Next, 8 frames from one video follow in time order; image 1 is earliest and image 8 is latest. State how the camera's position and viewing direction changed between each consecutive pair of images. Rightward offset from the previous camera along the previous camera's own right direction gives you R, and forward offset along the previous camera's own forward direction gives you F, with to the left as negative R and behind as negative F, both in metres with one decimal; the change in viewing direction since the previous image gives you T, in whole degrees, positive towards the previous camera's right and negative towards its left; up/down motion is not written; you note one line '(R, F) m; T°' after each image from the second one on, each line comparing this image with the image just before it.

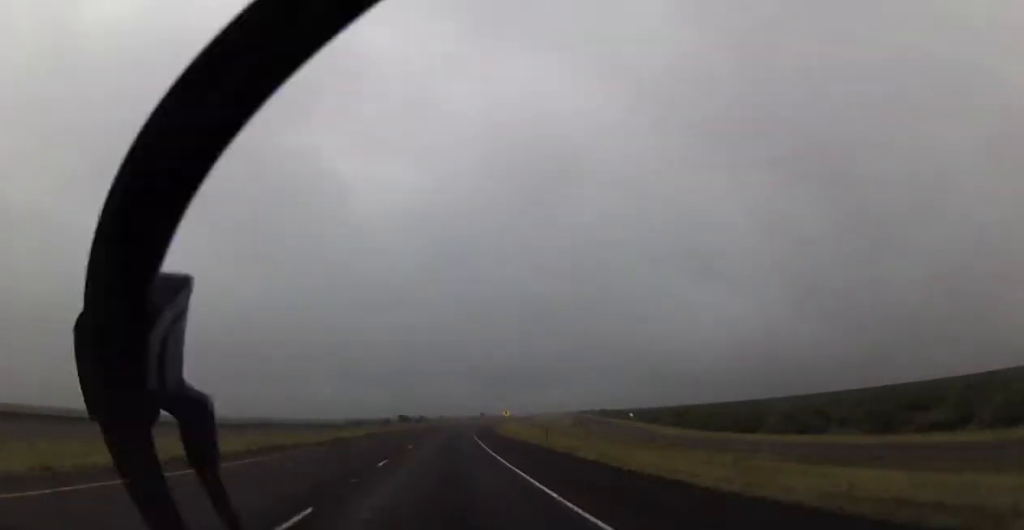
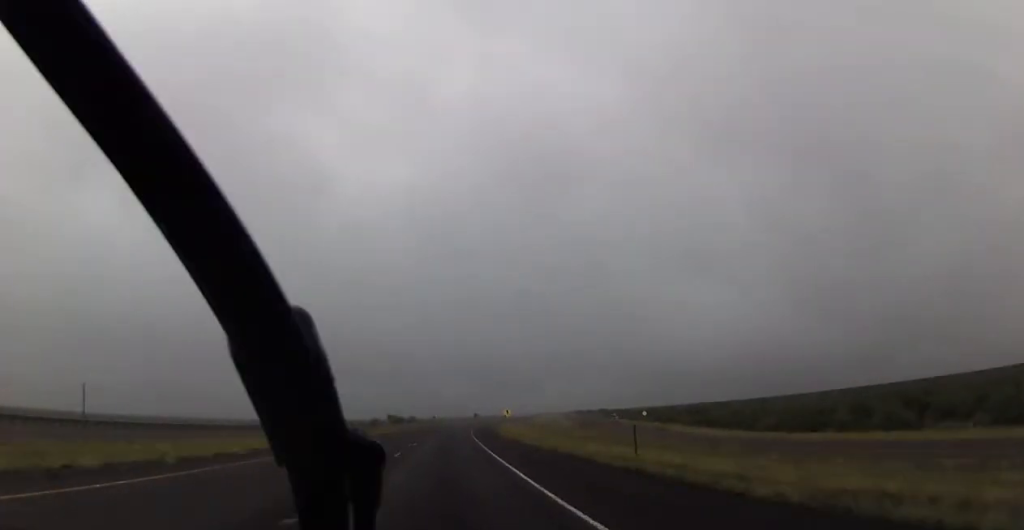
(+0.1, +18.2) m; +1°
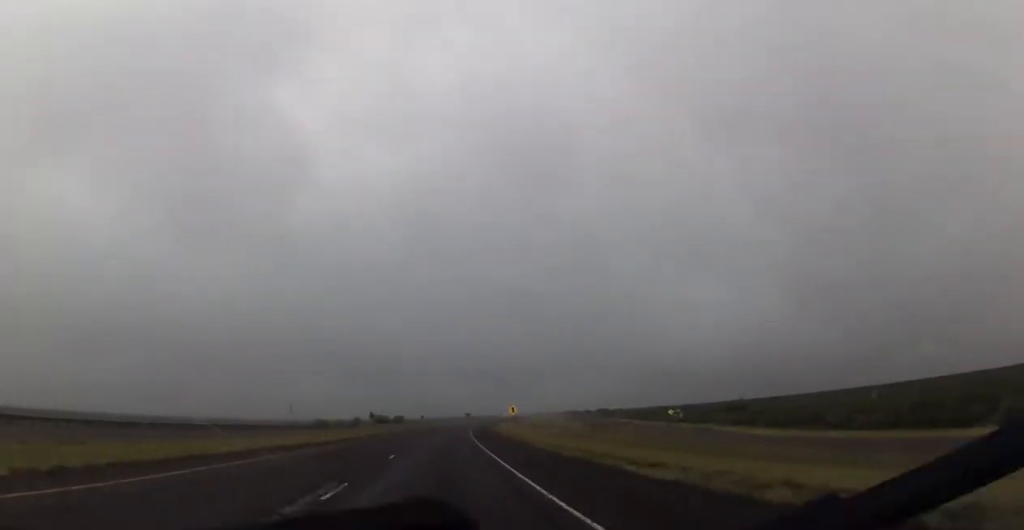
(+0.2, +26.8) m; +1°
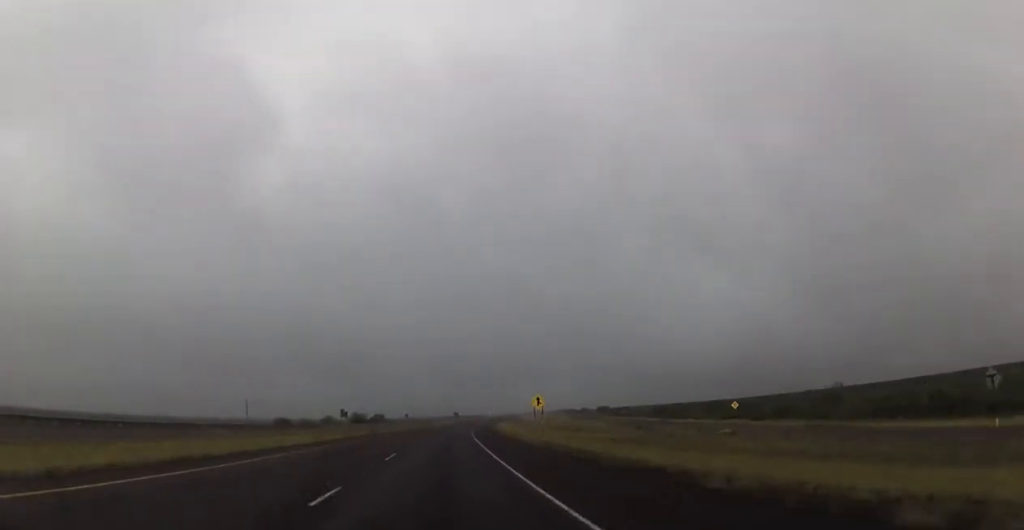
(+0.6, +37.9) m; +2°
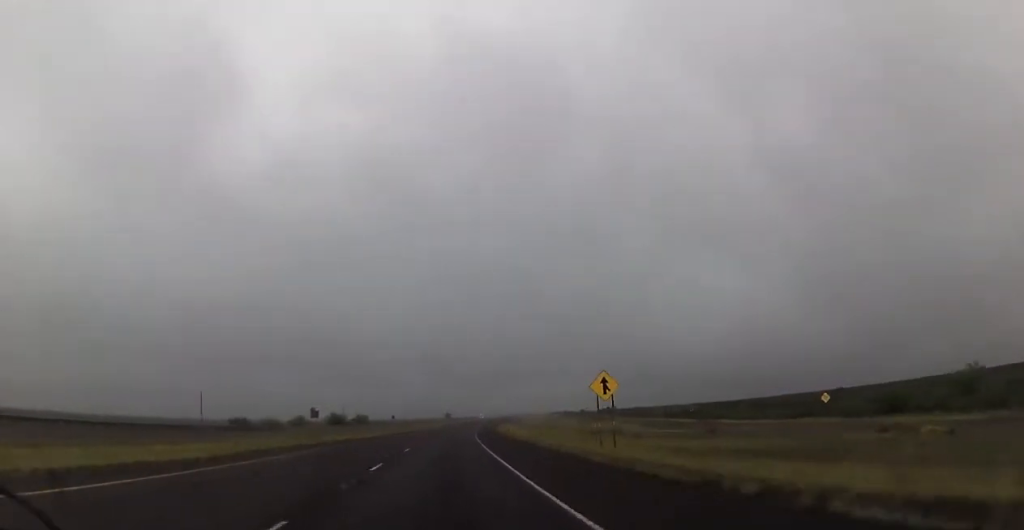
(+0.3, +29.3) m; +1°
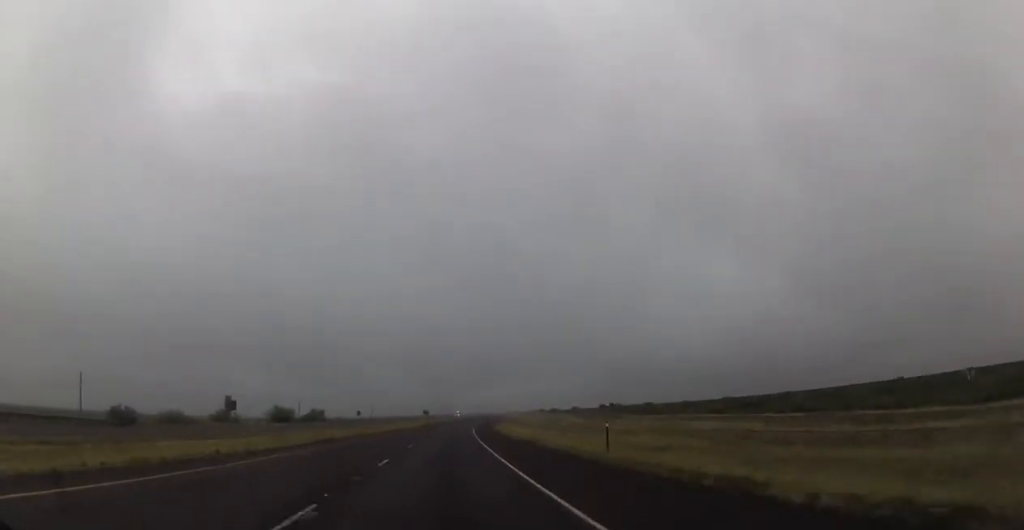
(+0.6, +47.2) m; +1°
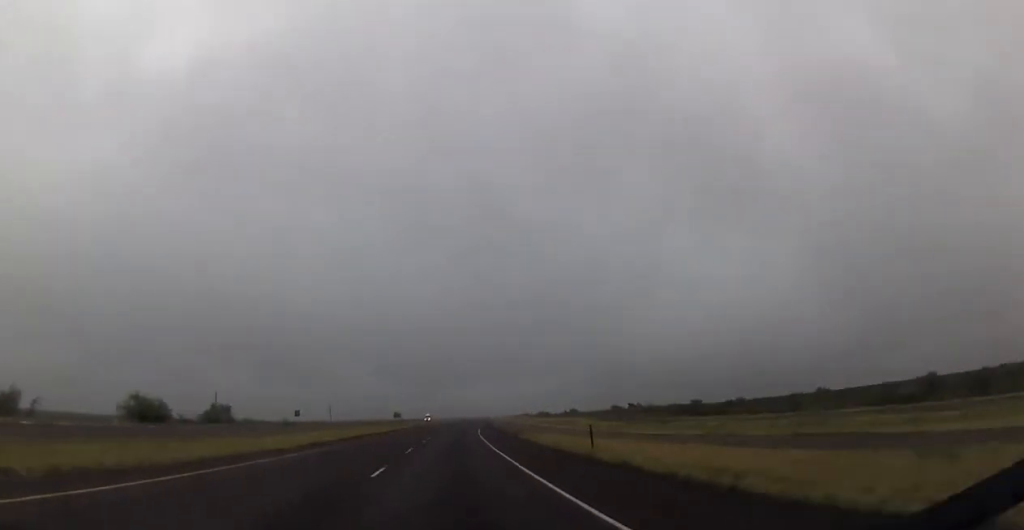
(+1.1, +65.2) m; +2°
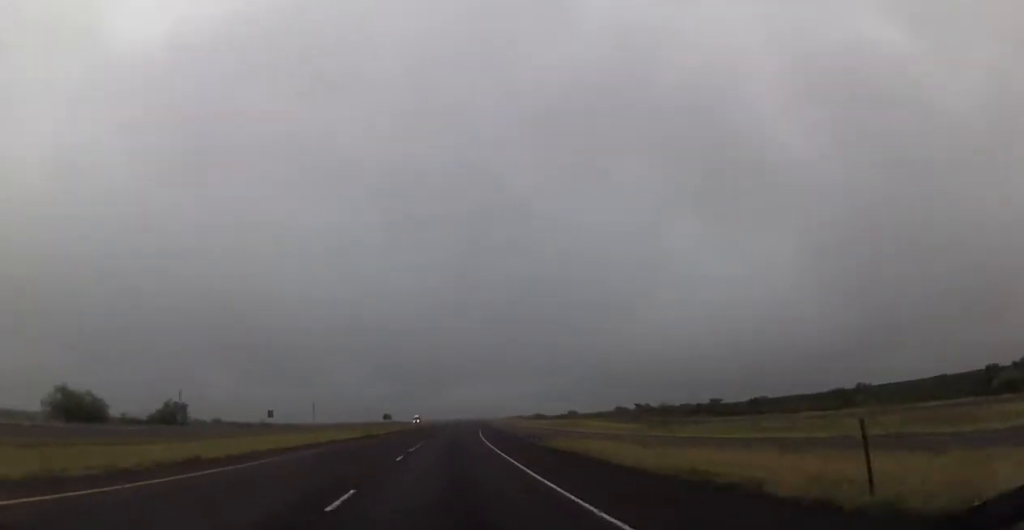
(+0.1, +18.2) m; +1°
